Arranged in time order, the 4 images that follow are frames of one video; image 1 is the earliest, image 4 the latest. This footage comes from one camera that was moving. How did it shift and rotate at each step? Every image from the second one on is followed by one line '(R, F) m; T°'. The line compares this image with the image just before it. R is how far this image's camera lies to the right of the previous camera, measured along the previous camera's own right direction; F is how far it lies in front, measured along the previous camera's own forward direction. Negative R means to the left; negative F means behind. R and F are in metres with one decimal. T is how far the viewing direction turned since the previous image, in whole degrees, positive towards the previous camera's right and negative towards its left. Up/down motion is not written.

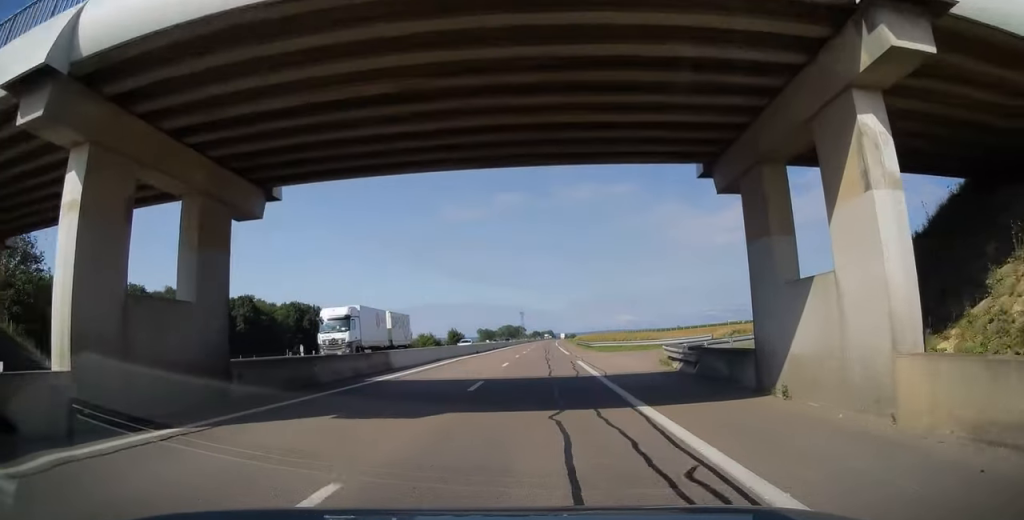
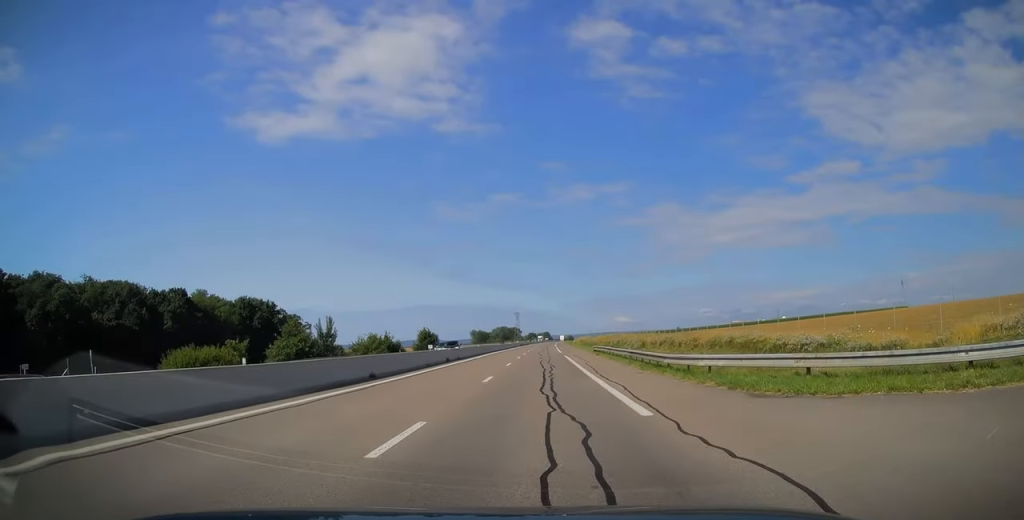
(-0.1, +34.9) m; 0°
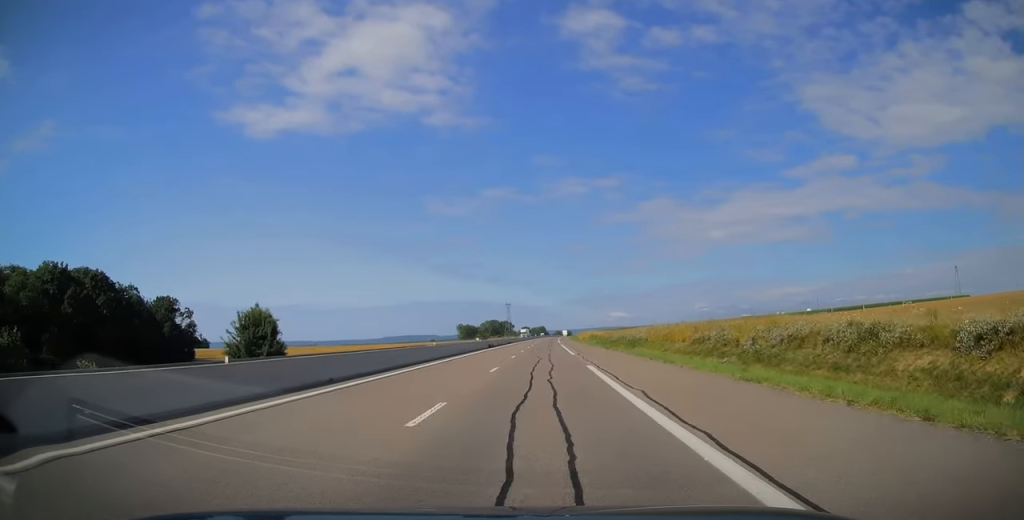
(+0.9, +76.5) m; +1°
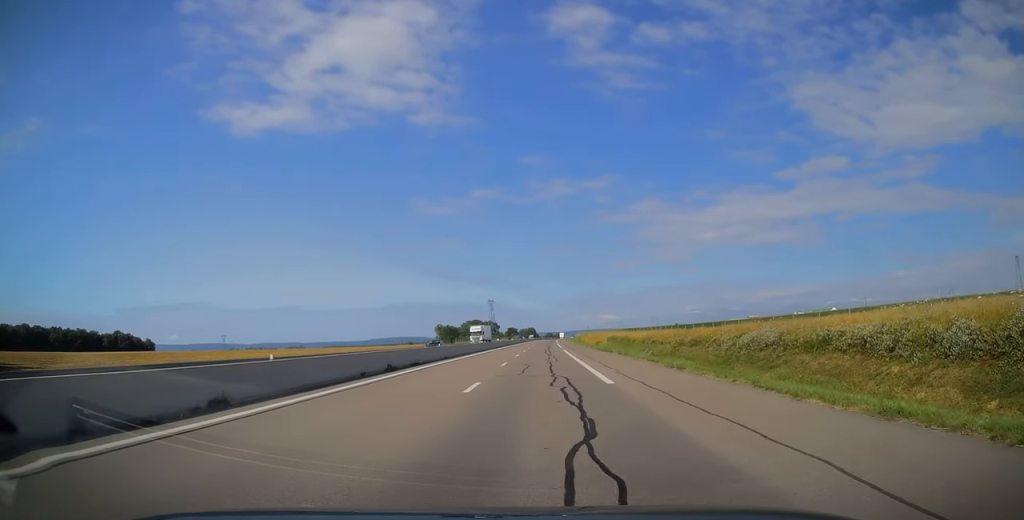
(0.0, +73.0) m; +1°
